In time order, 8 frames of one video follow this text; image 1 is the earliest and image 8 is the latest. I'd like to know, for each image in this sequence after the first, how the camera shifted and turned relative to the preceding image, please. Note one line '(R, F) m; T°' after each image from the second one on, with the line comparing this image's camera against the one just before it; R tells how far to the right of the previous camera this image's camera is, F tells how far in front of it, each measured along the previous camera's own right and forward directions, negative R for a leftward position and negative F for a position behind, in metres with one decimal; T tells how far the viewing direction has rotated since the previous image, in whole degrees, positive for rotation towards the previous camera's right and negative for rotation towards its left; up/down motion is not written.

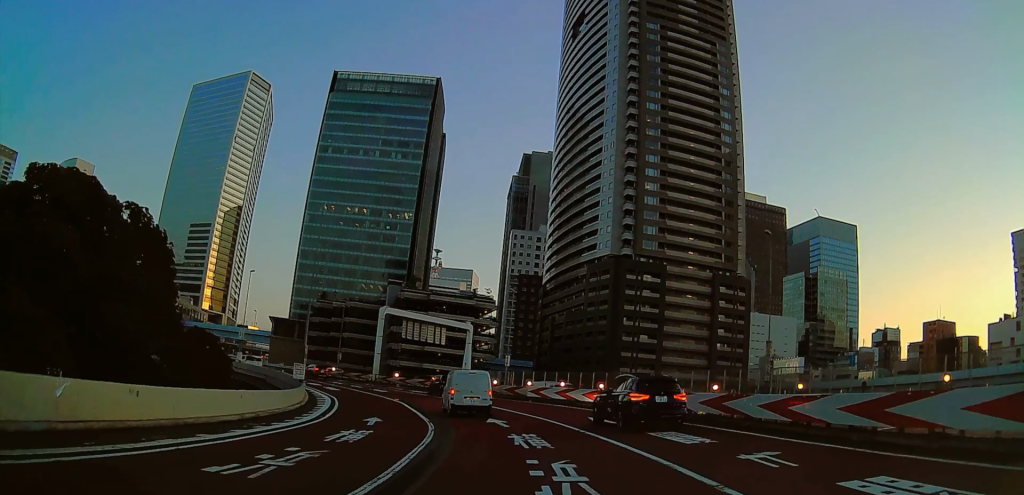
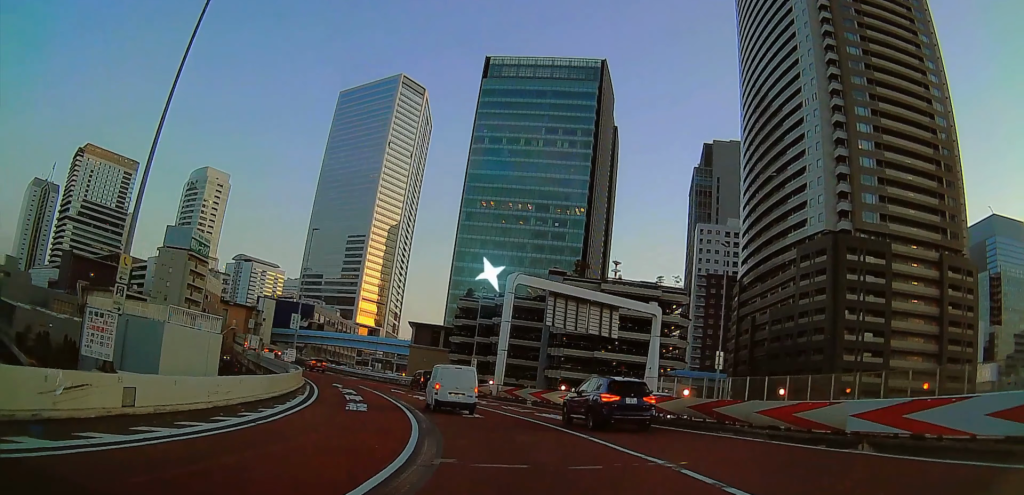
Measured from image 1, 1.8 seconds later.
(-4.7, +29.7) m; -14°
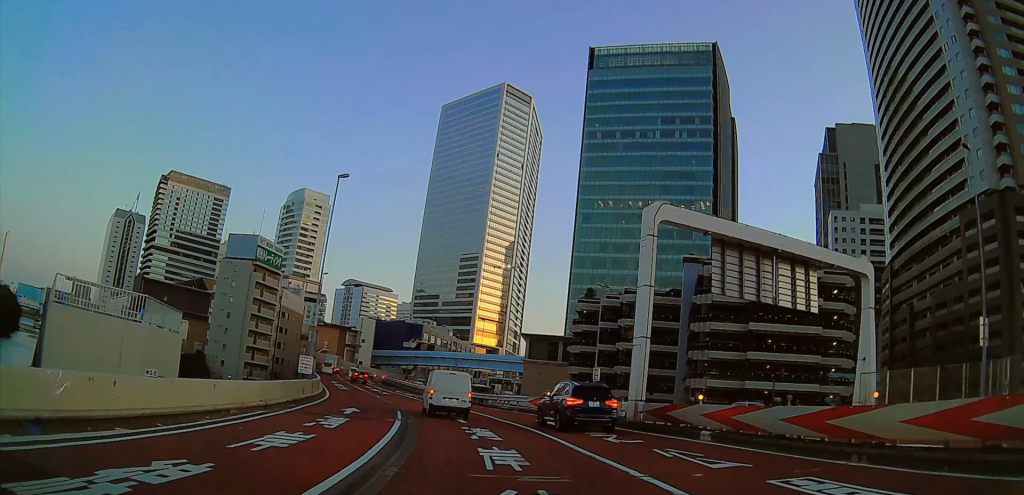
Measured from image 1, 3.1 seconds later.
(-1.2, +19.4) m; -10°
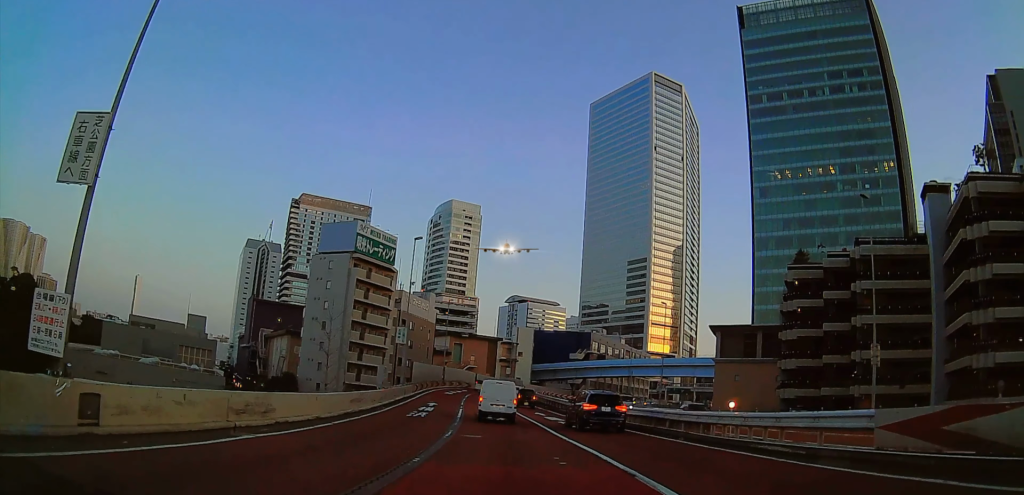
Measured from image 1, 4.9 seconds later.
(-3.4, +27.6) m; -14°
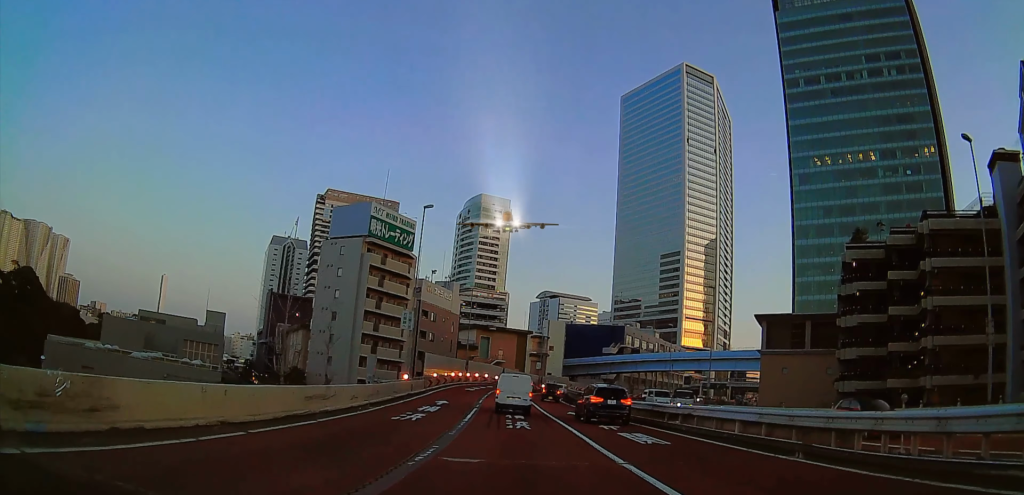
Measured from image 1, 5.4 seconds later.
(-0.6, +8.4) m; -6°
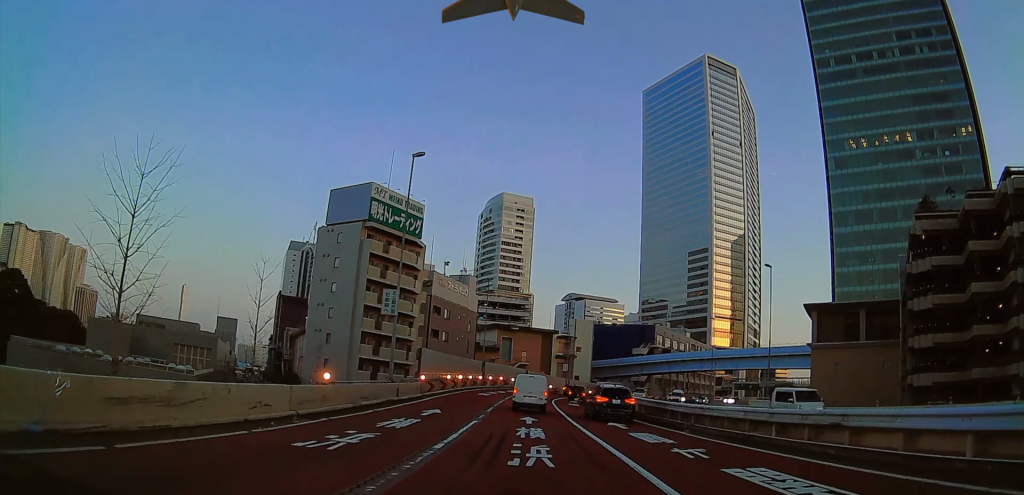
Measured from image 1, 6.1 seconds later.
(-0.7, +10.4) m; -4°
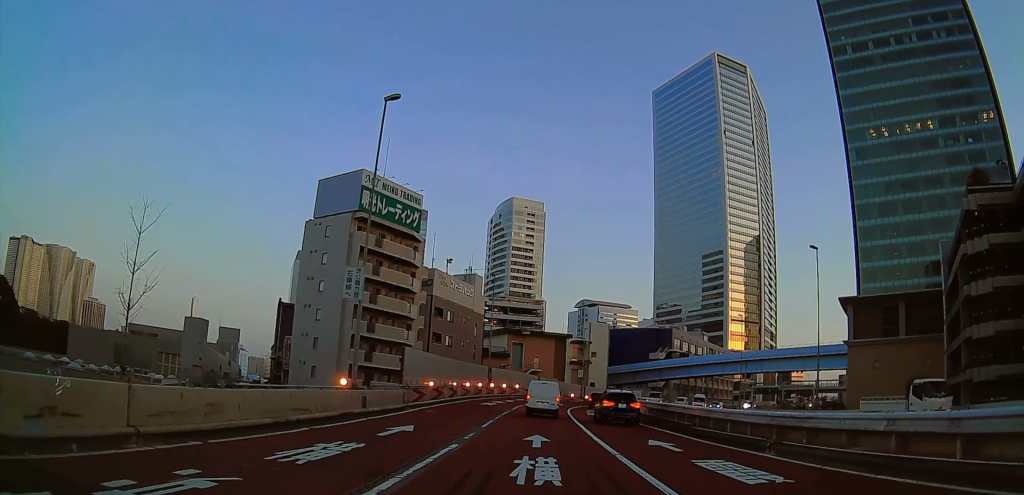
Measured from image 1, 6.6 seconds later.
(-0.5, +7.5) m; -1°
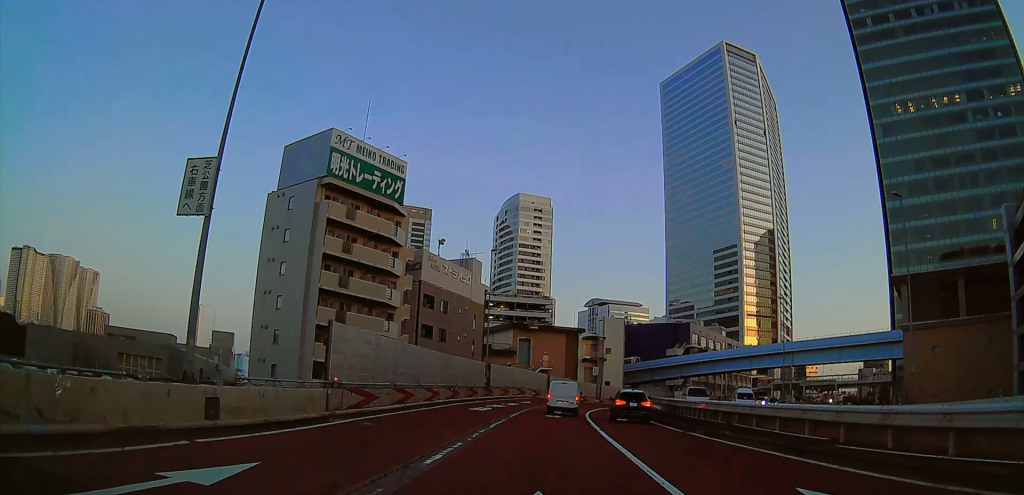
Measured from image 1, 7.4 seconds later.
(+0.4, +11.6) m; 0°
